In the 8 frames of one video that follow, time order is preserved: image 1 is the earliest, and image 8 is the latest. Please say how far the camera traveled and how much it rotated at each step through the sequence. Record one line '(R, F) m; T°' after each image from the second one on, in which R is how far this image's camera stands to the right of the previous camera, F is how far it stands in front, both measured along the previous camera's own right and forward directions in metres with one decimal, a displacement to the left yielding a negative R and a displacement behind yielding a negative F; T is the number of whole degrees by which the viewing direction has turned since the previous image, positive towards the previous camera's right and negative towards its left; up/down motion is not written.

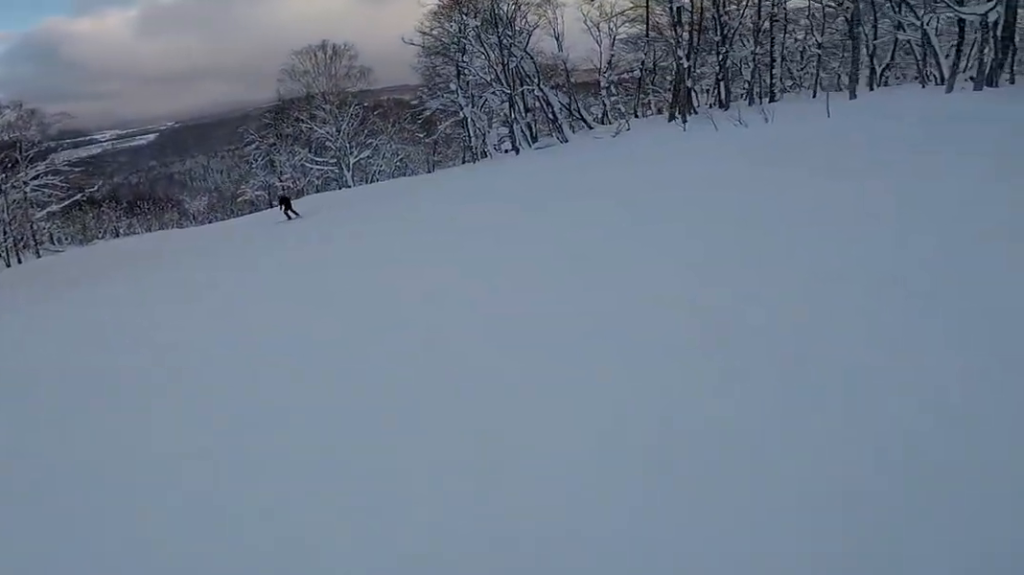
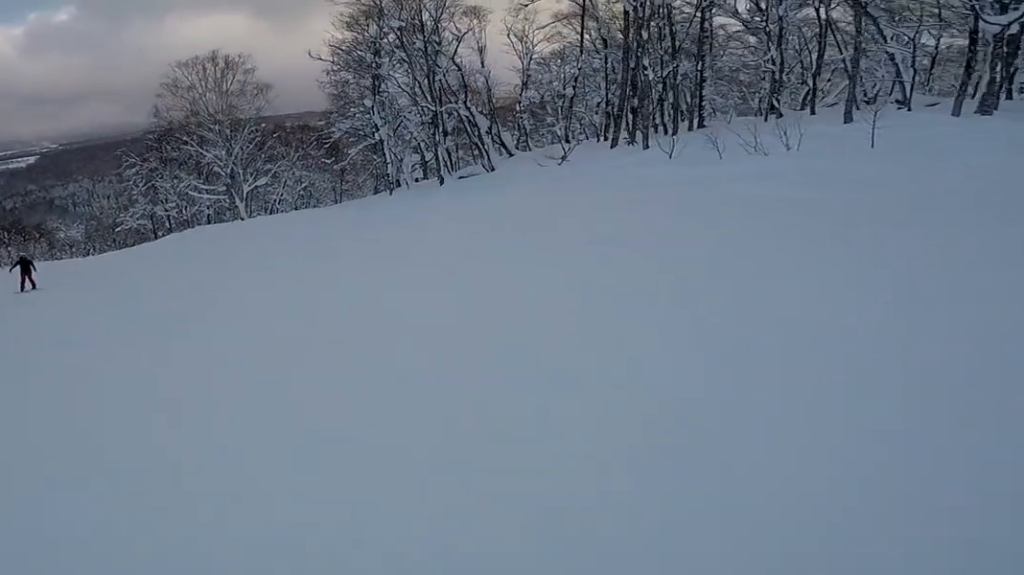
(+0.8, +5.6) m; +1°
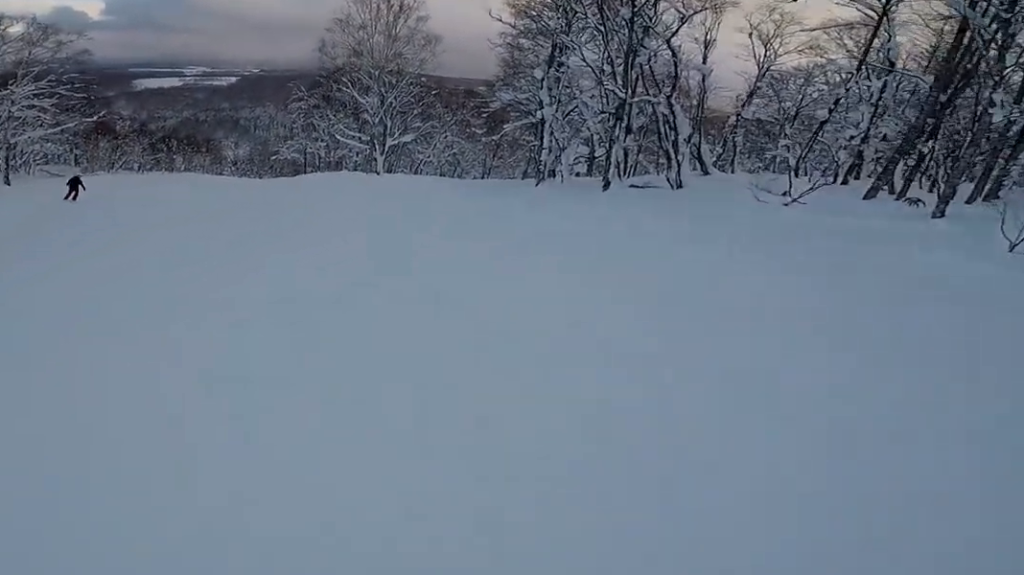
(-0.2, +4.6) m; -18°
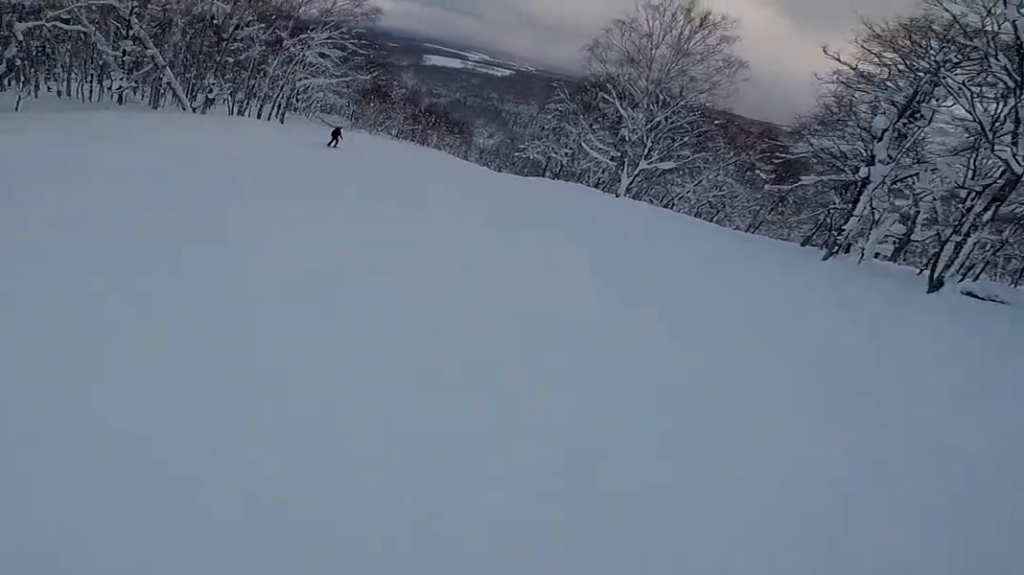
(-1.1, +3.3) m; -17°
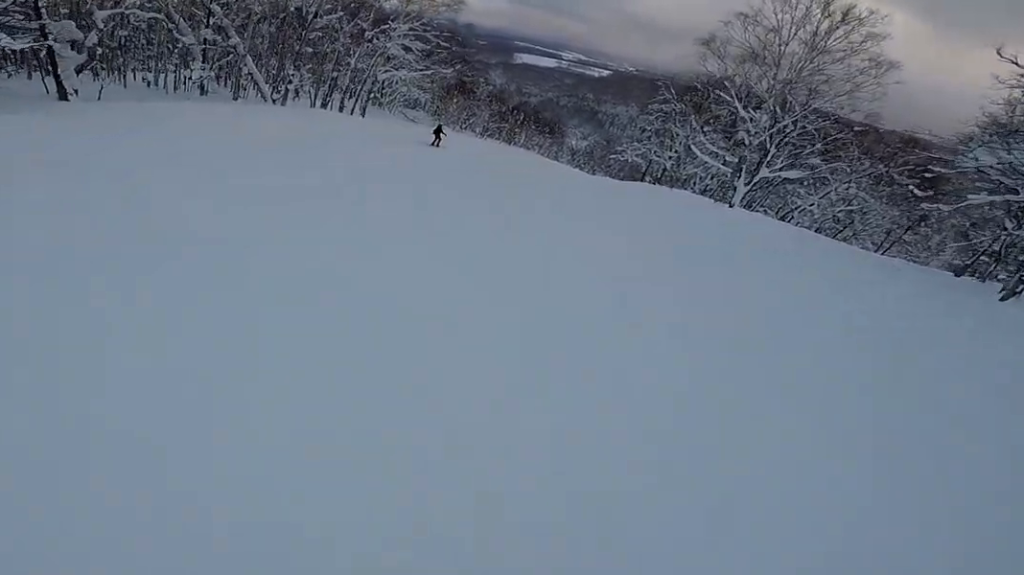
(-0.1, +2.3) m; +1°
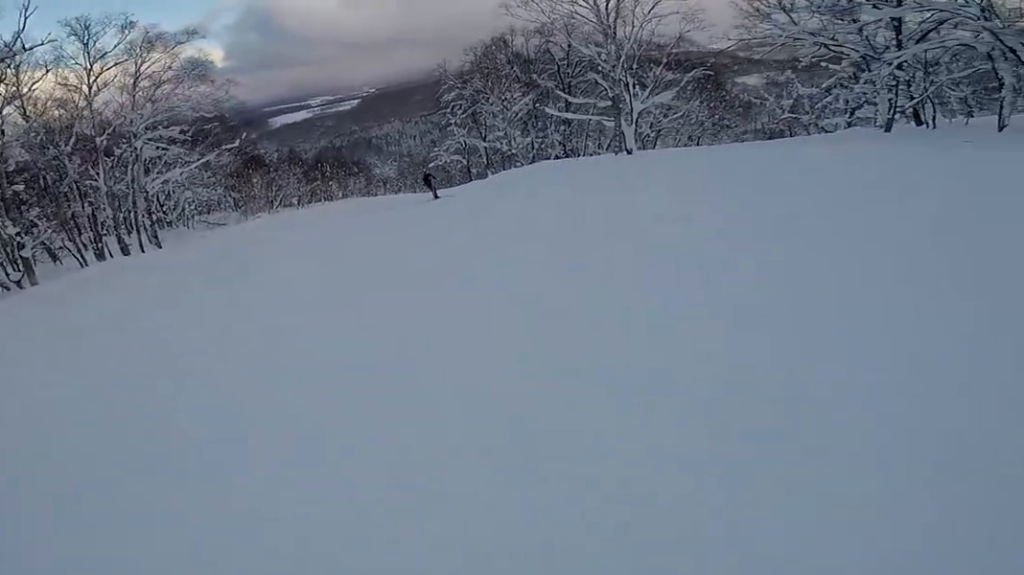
(+1.6, +9.1) m; +27°
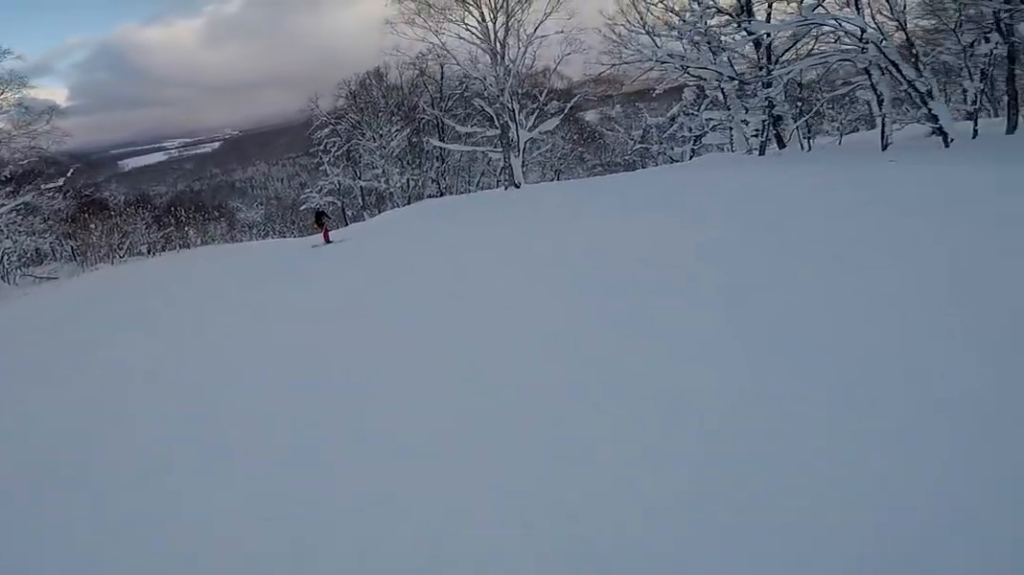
(+0.7, +3.3) m; +4°
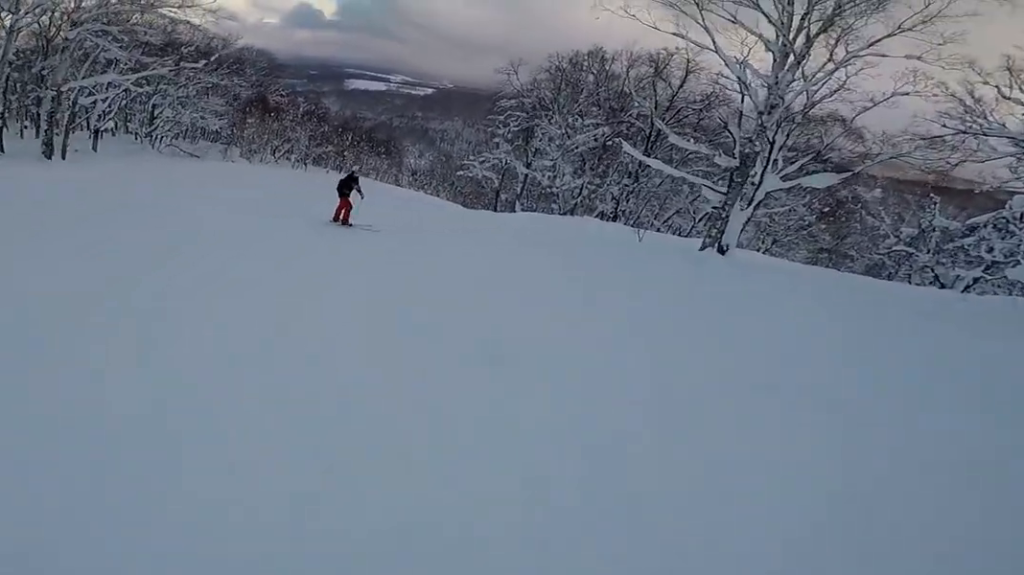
(-1.2, +6.6) m; -26°
